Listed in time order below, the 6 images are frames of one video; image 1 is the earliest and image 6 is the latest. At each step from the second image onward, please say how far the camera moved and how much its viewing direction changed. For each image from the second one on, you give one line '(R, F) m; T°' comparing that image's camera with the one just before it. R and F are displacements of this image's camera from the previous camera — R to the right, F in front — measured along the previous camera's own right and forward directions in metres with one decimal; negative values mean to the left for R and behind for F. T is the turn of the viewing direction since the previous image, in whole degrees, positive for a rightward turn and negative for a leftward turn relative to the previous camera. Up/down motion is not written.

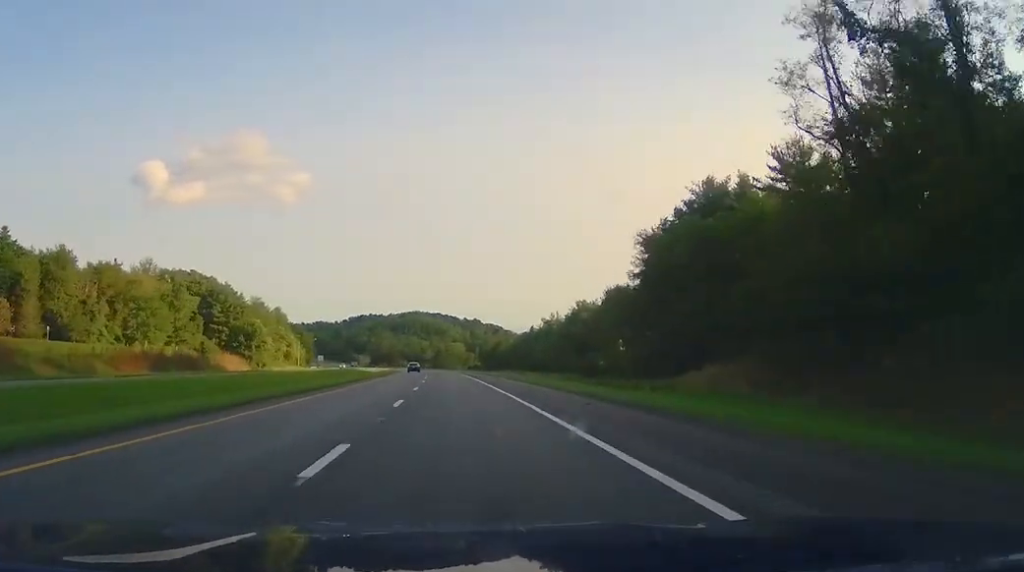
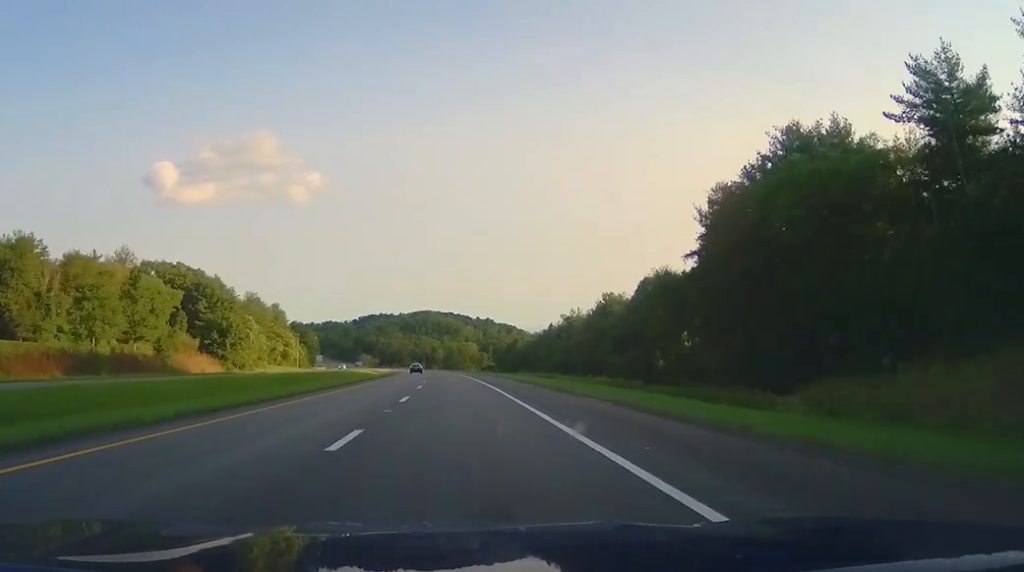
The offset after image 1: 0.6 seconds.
(-0.2, +21.7) m; -1°
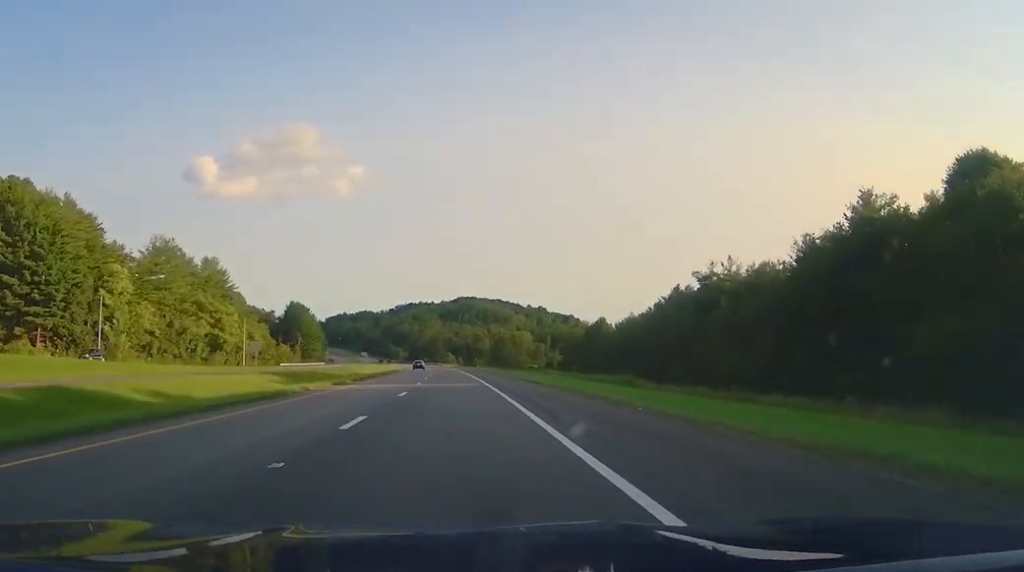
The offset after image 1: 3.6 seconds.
(-3.2, +106.9) m; -5°
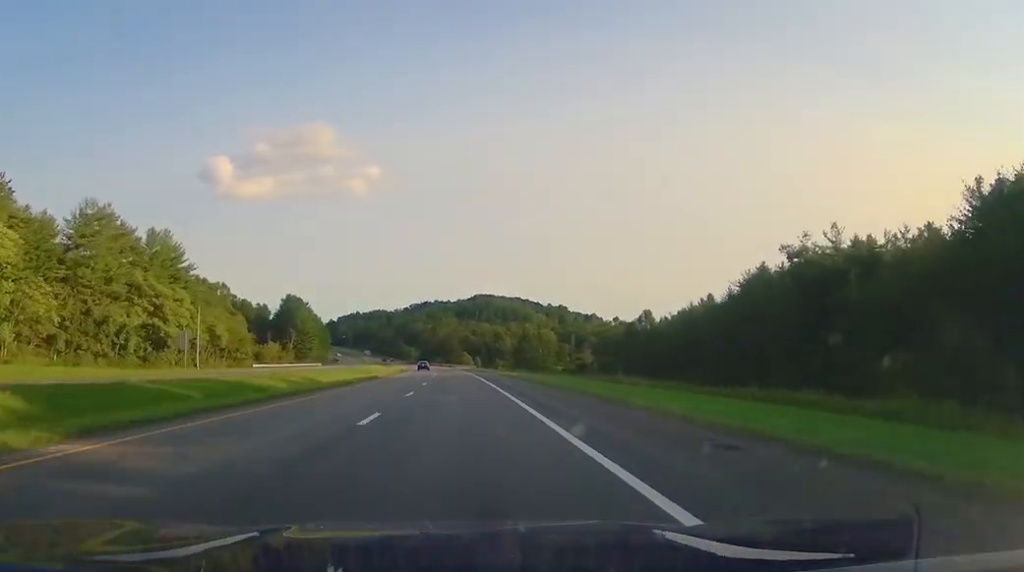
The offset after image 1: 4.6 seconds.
(-0.9, +36.0) m; -1°
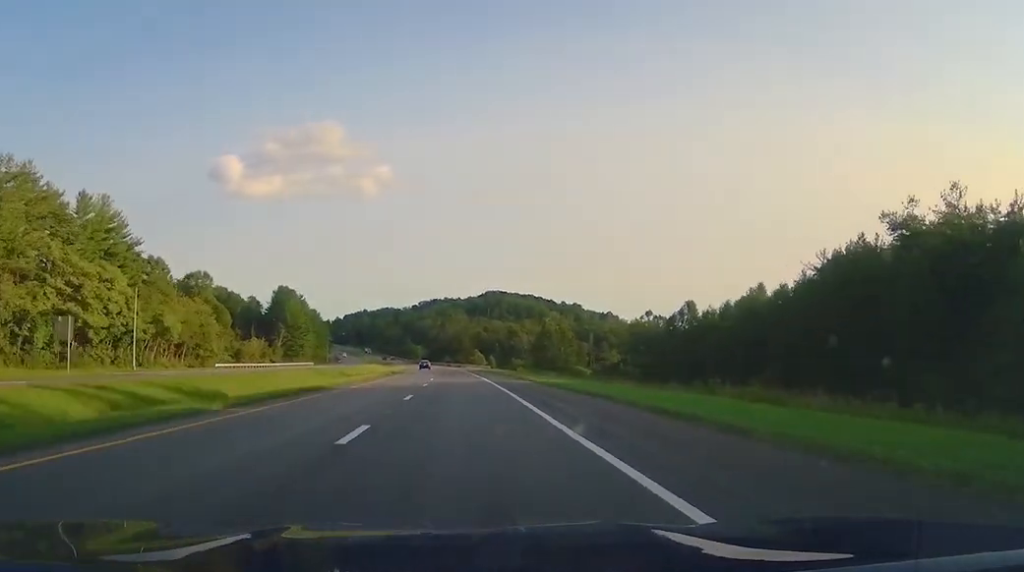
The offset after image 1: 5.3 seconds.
(0.0, +27.7) m; 0°
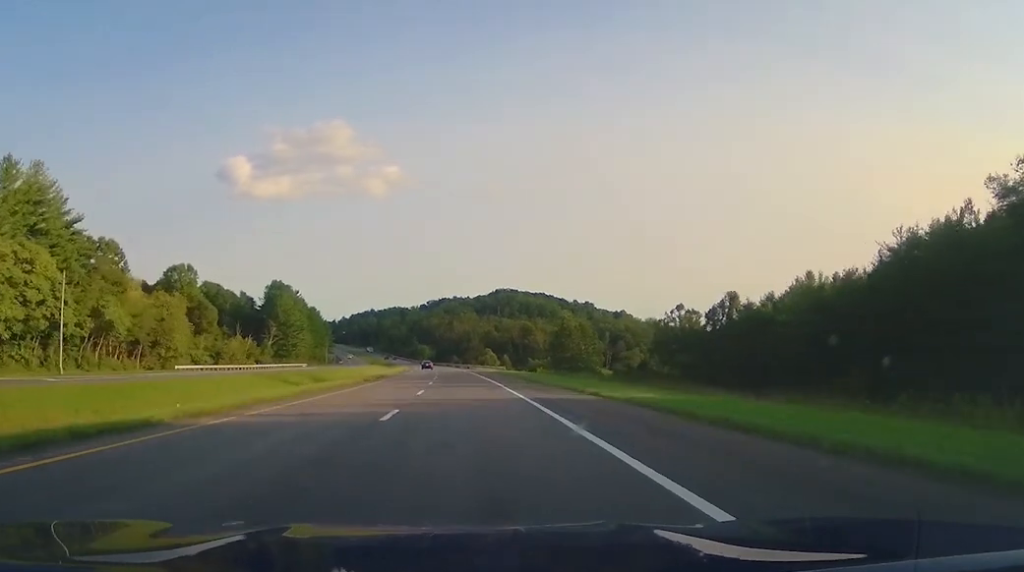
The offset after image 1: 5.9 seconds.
(-0.2, +20.5) m; 0°
